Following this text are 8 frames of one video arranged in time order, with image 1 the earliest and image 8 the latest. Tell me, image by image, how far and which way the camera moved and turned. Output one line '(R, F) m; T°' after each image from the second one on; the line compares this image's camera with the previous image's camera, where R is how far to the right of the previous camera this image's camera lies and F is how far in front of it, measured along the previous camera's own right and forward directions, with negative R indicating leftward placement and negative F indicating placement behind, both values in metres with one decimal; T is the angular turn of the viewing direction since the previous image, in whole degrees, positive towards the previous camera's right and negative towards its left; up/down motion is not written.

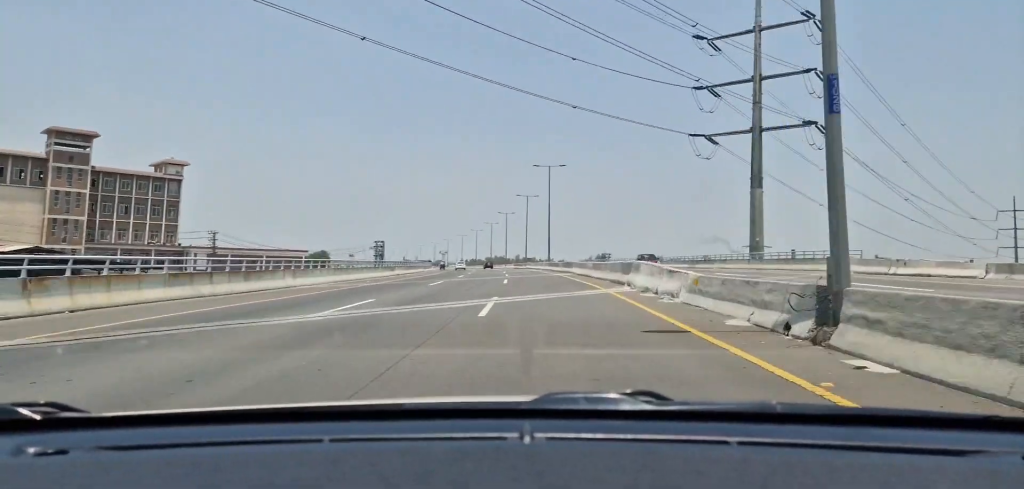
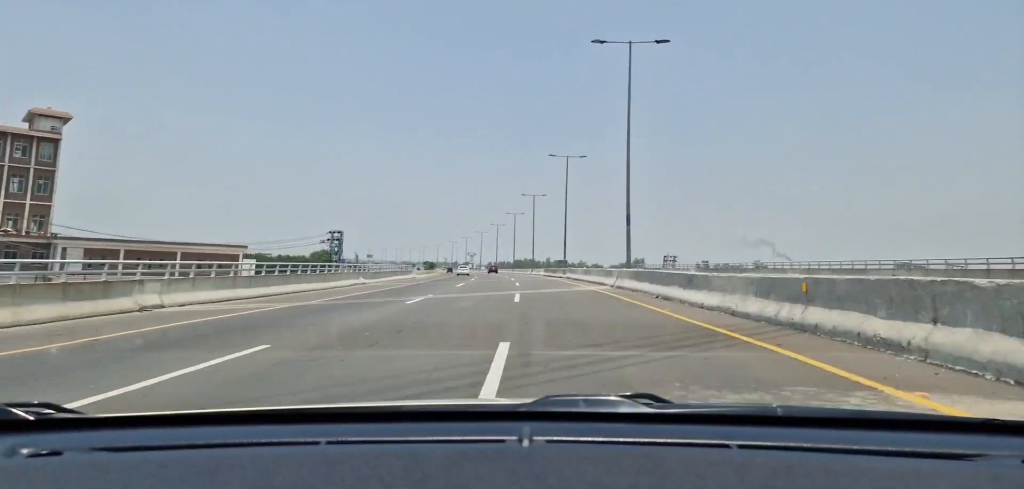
(-1.3, +45.6) m; -3°
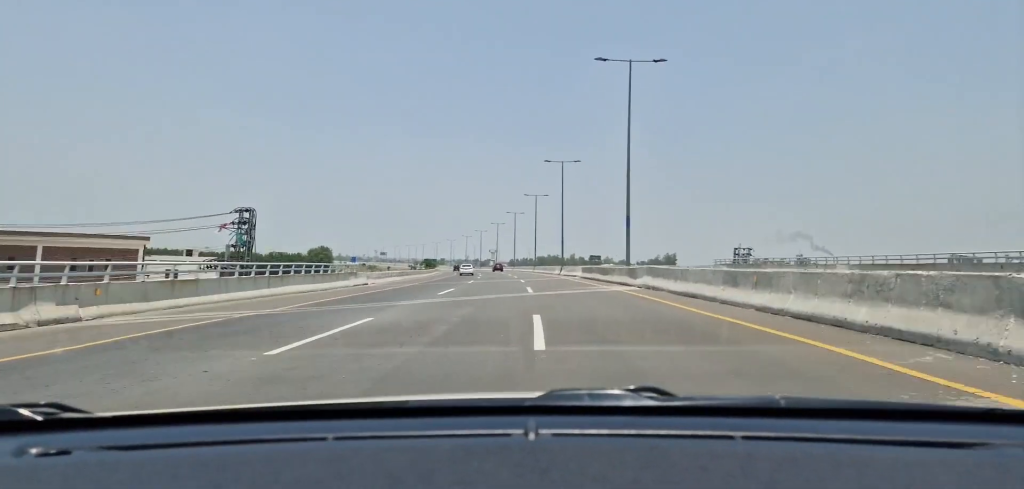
(-0.5, +30.6) m; -2°
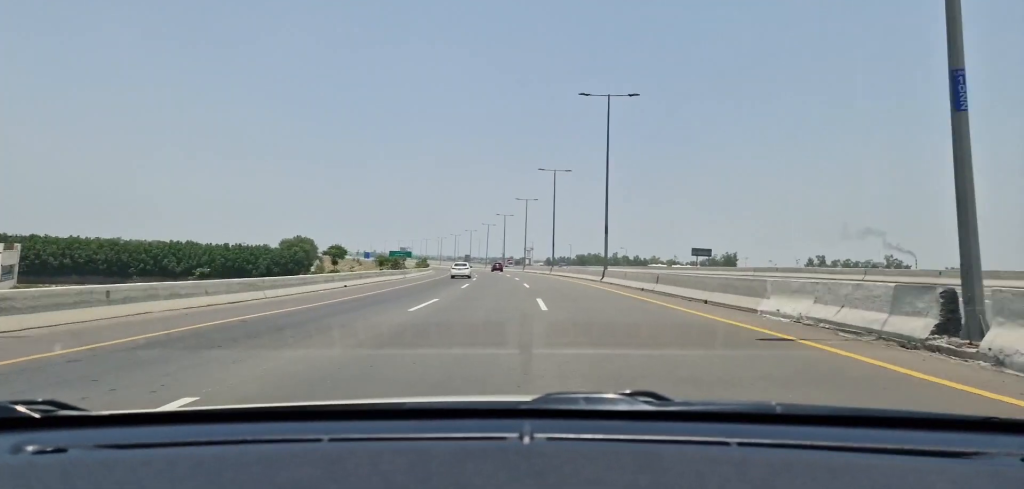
(-1.4, +63.8) m; -3°
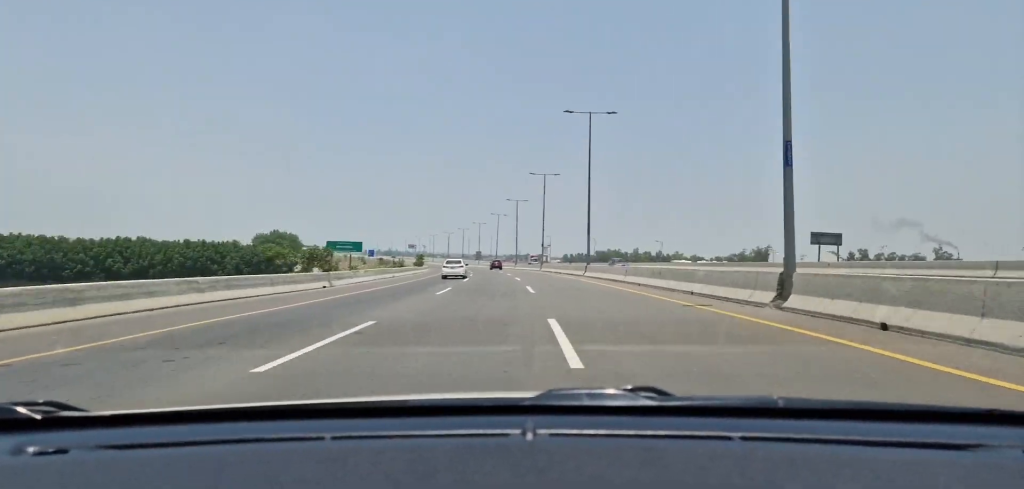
(0.0, +28.1) m; -2°
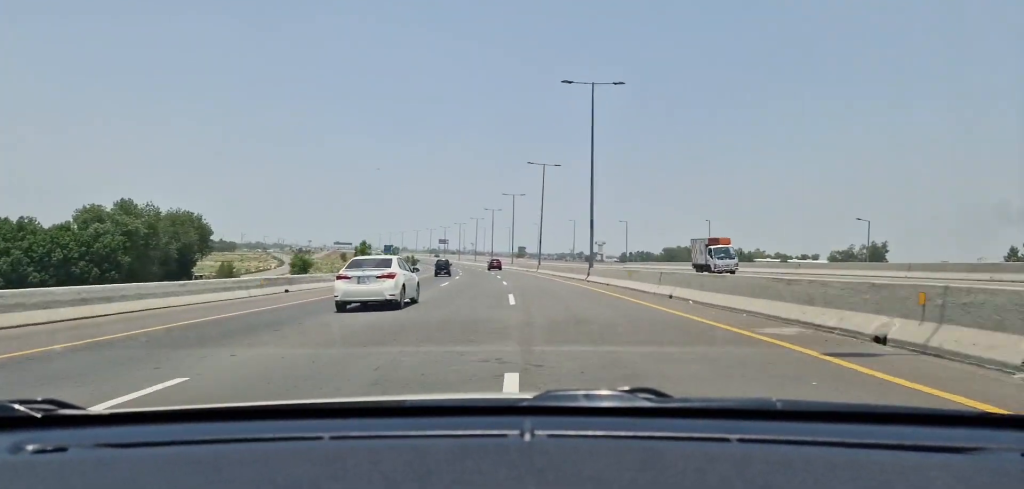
(-3.6, +79.4) m; -5°
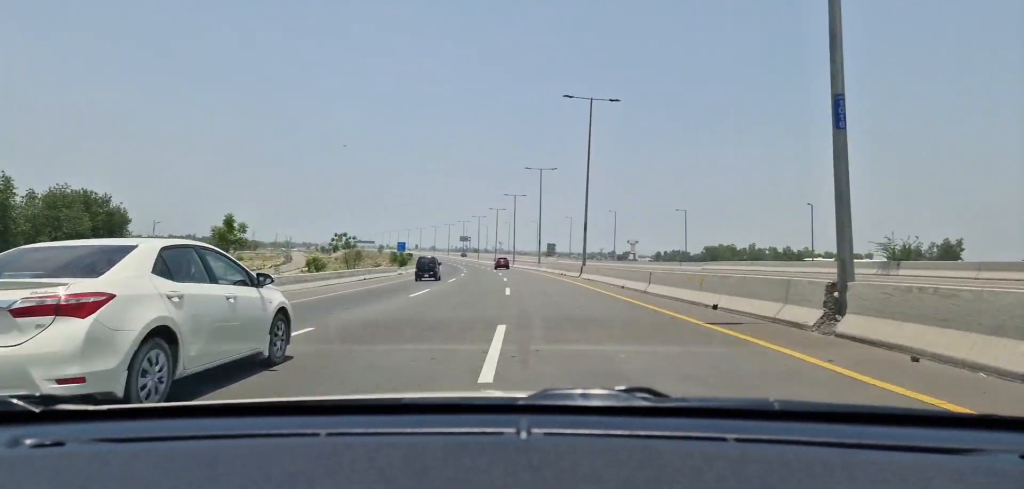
(-0.7, +31.0) m; -3°
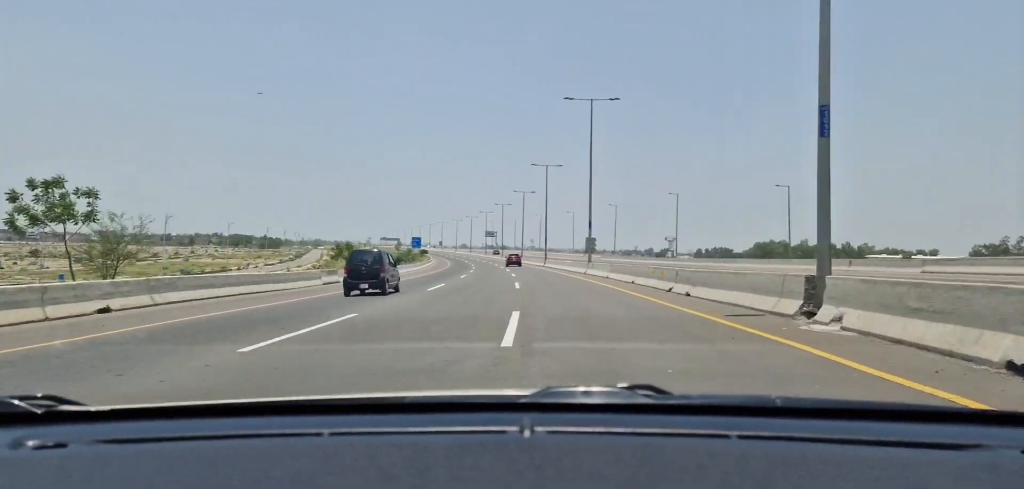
(-0.9, +33.3) m; -3°
